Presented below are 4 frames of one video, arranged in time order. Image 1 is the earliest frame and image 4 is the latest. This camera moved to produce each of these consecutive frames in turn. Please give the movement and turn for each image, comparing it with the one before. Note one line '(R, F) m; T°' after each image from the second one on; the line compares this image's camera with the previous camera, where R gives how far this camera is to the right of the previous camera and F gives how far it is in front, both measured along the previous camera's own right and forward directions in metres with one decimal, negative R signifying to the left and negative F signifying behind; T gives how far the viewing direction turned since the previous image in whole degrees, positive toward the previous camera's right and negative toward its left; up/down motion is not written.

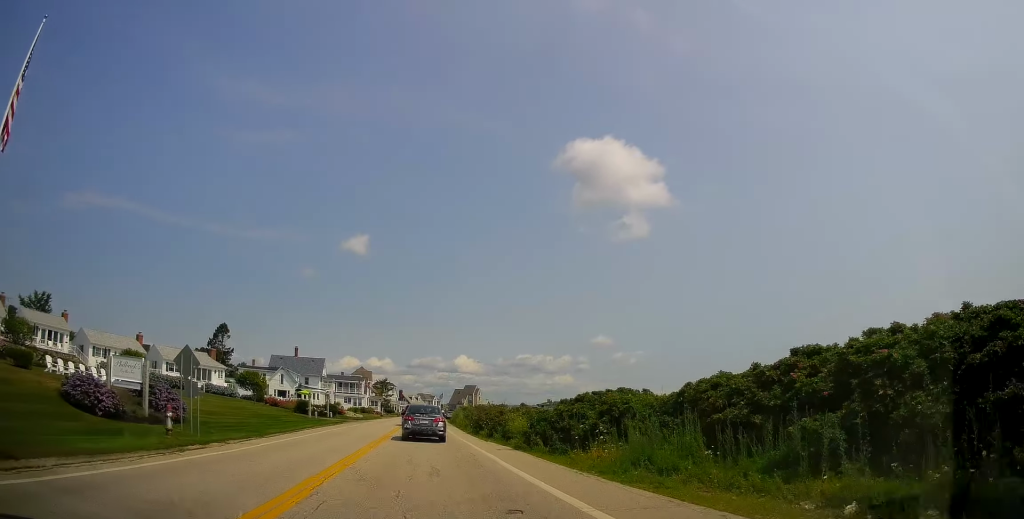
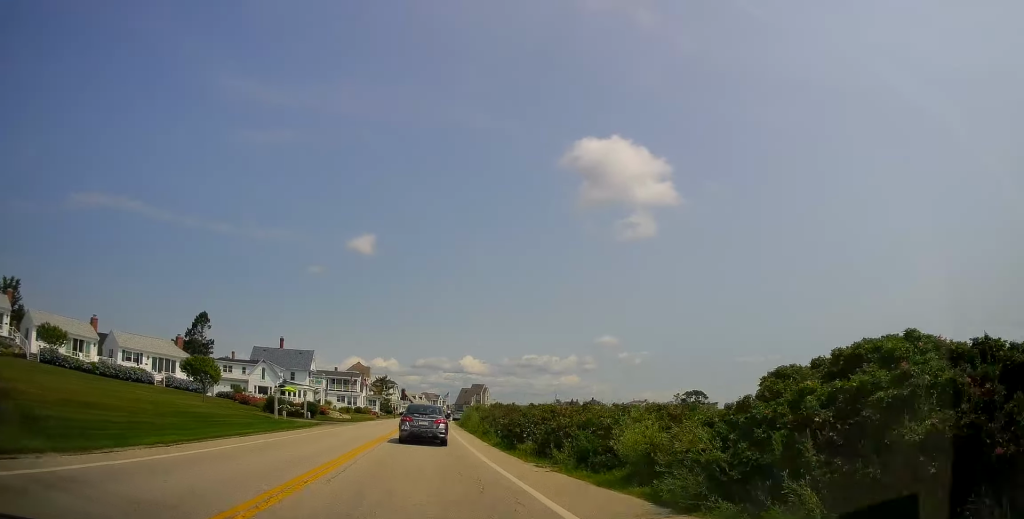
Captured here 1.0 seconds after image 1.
(-0.5, +13.2) m; -1°
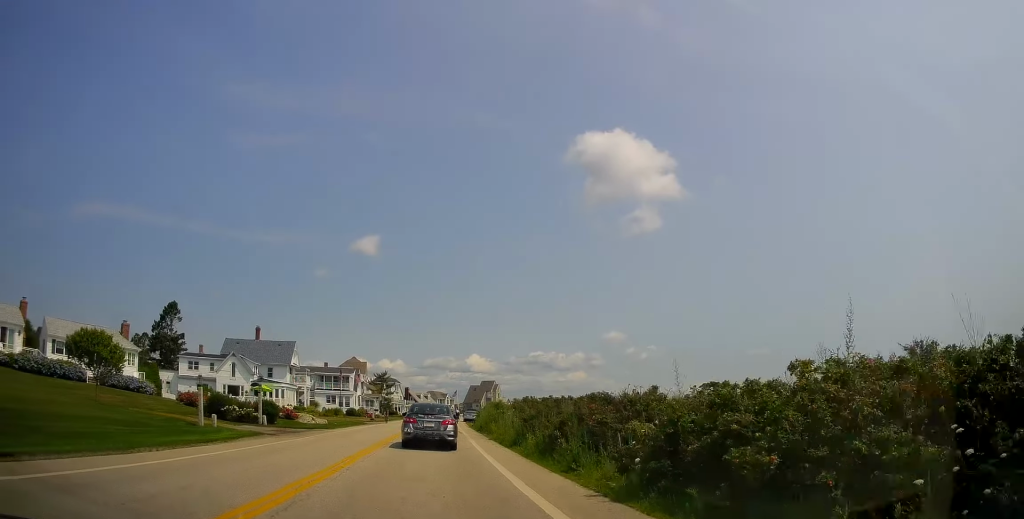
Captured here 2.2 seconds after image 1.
(+0.4, +15.0) m; +2°
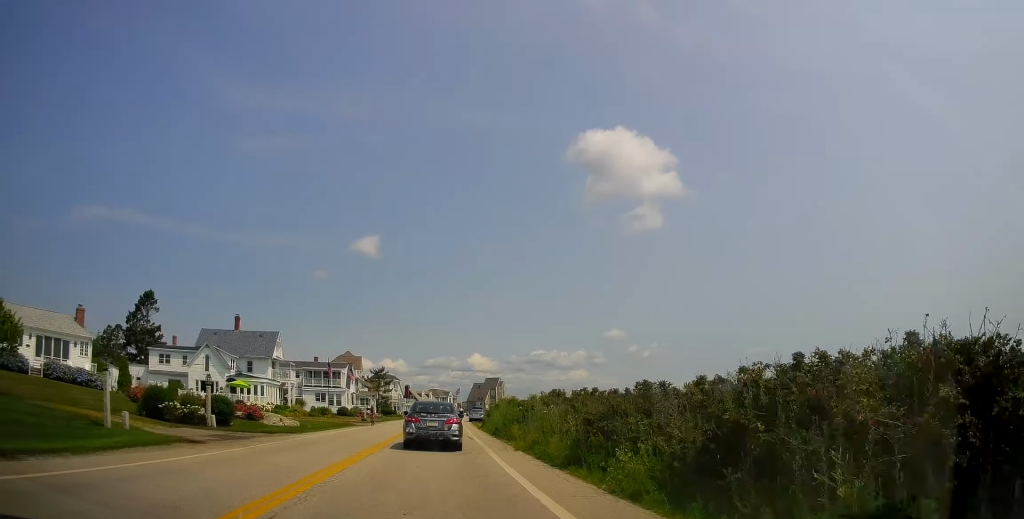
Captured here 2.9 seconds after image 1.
(-0.1, +8.6) m; -2°
